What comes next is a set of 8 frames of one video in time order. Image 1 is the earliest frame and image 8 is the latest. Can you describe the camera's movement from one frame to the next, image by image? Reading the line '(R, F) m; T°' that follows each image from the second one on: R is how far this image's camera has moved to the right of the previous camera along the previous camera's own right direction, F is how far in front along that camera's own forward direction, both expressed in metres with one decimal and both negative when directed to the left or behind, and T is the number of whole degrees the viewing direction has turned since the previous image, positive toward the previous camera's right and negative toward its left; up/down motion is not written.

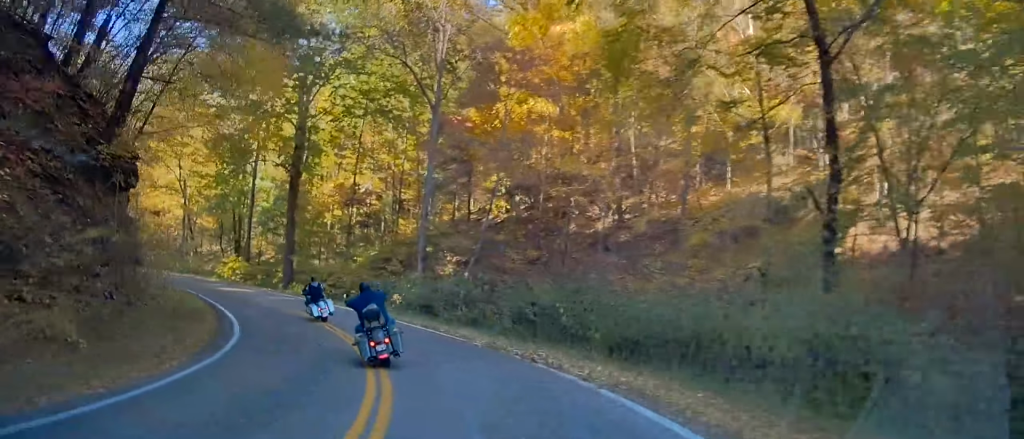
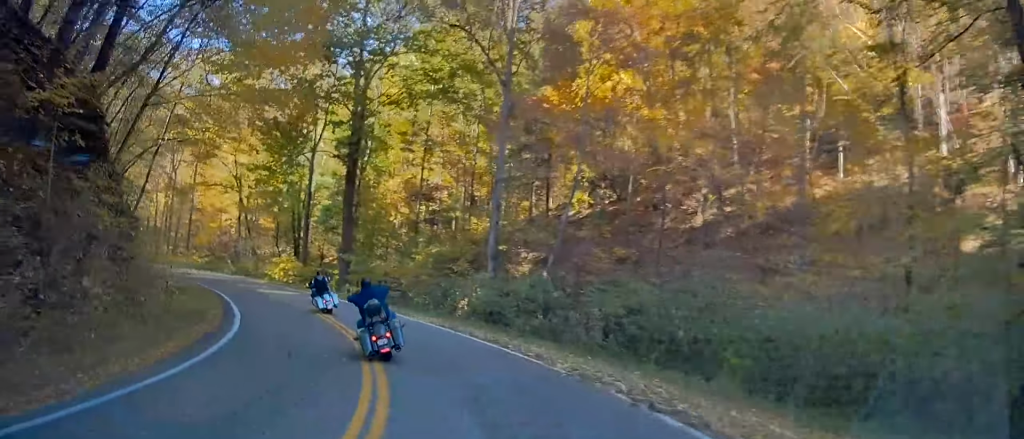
(-0.8, +5.5) m; -9°
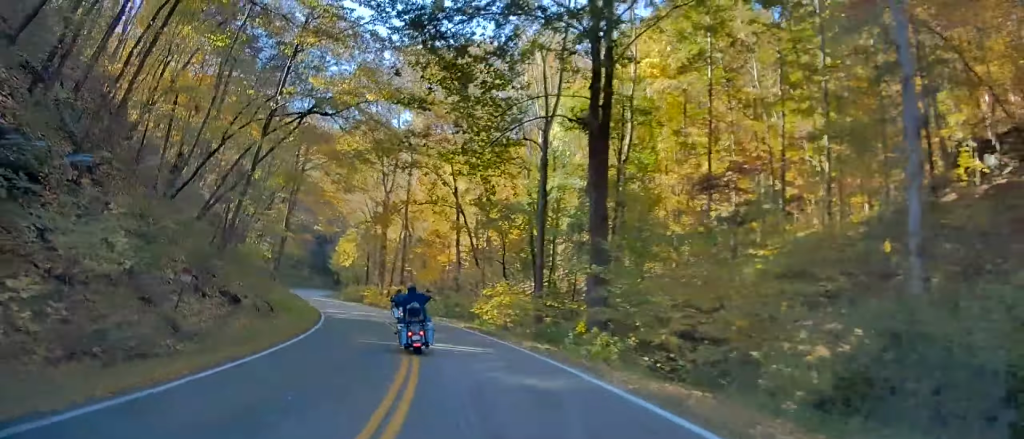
(-4.2, +18.6) m; -23°
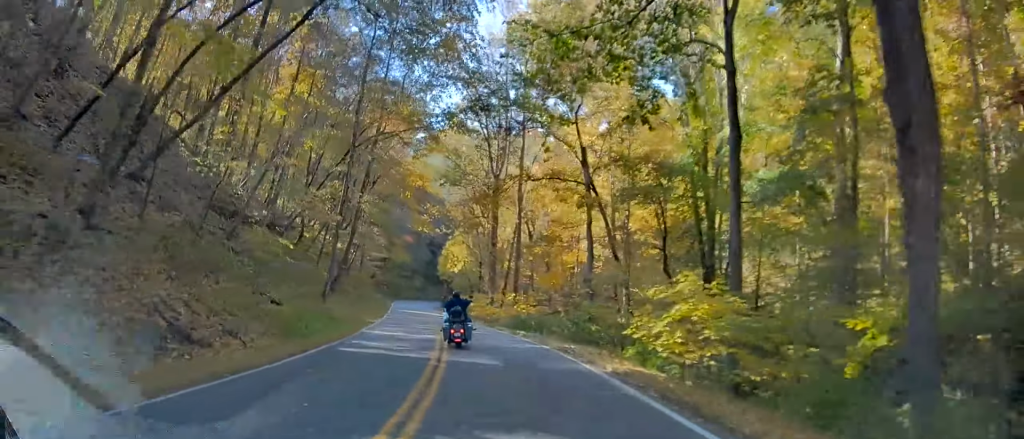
(-1.9, +14.9) m; -12°
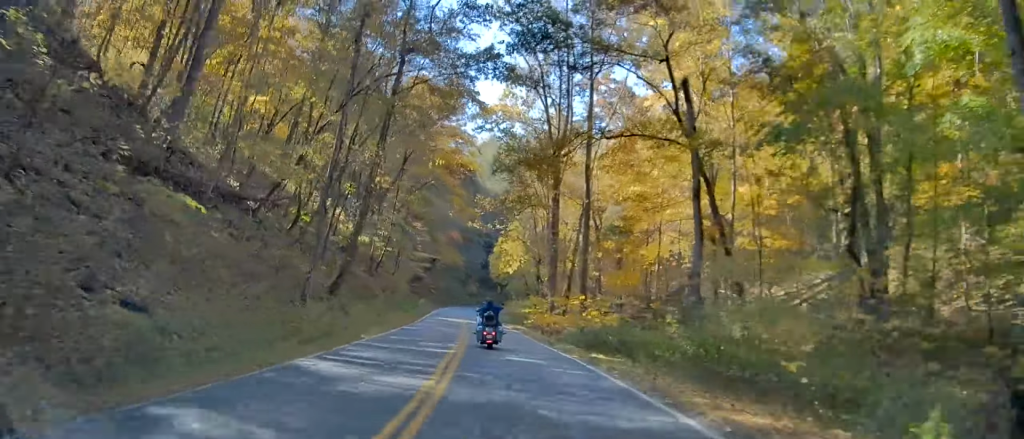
(-0.7, +10.6) m; -5°
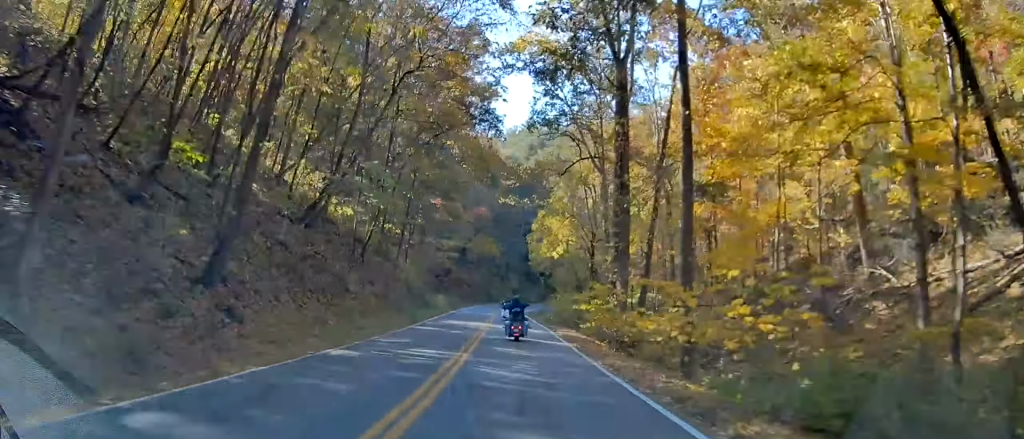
(-0.4, +14.6) m; -4°
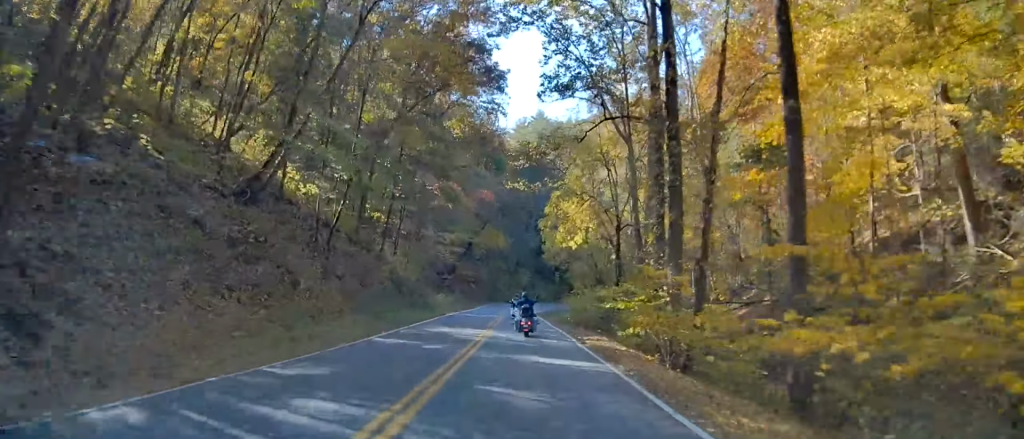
(-0.2, +7.4) m; -2°
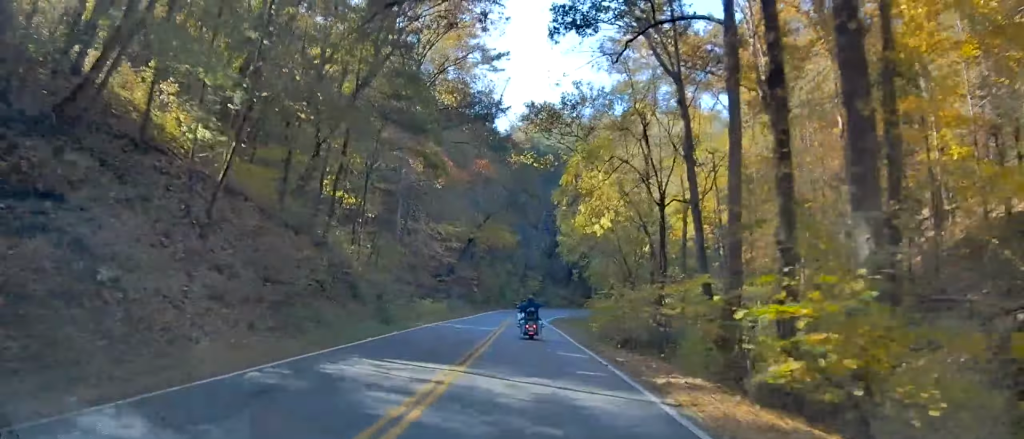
(-0.2, +10.7) m; 0°
